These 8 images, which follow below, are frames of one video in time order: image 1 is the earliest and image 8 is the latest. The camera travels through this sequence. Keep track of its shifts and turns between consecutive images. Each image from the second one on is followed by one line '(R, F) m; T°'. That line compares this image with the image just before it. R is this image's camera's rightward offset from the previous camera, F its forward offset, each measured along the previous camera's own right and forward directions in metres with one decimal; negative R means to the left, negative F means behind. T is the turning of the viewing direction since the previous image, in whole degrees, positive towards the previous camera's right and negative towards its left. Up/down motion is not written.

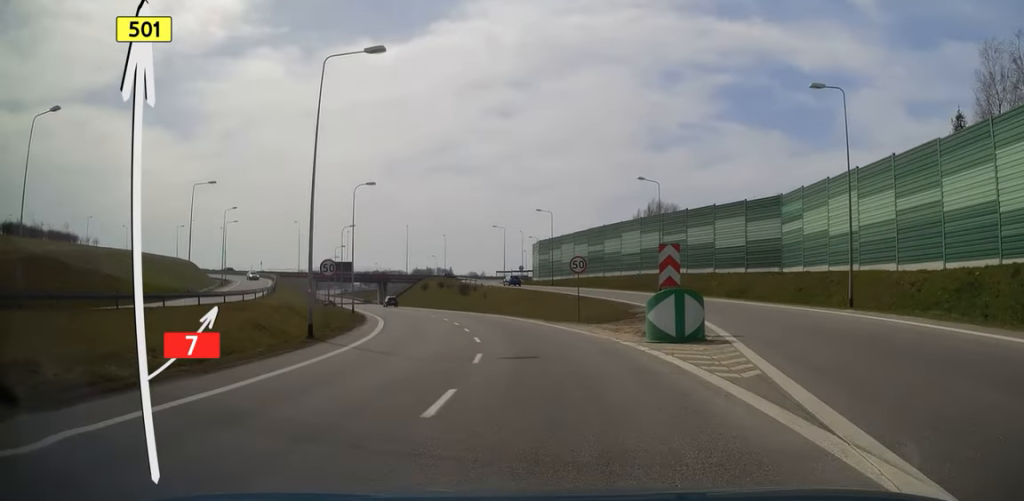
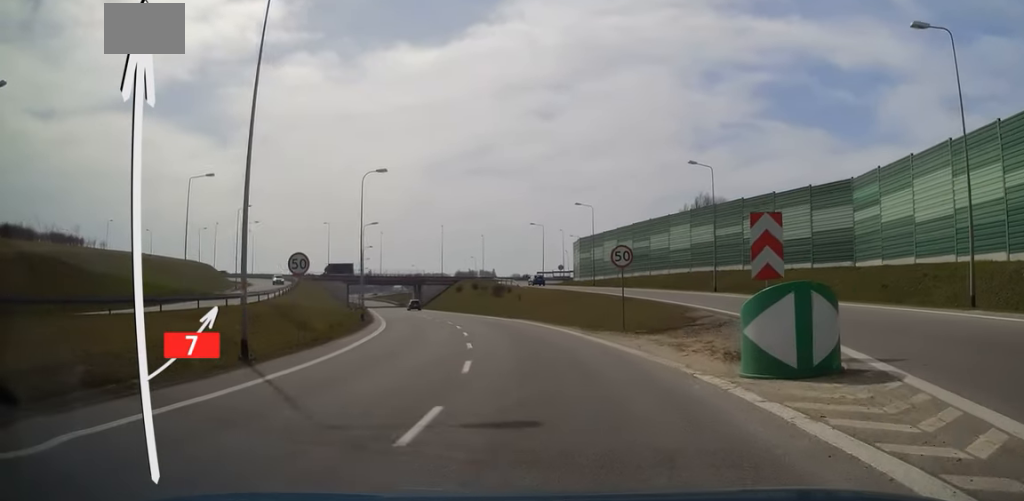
(-0.2, +7.2) m; -4°
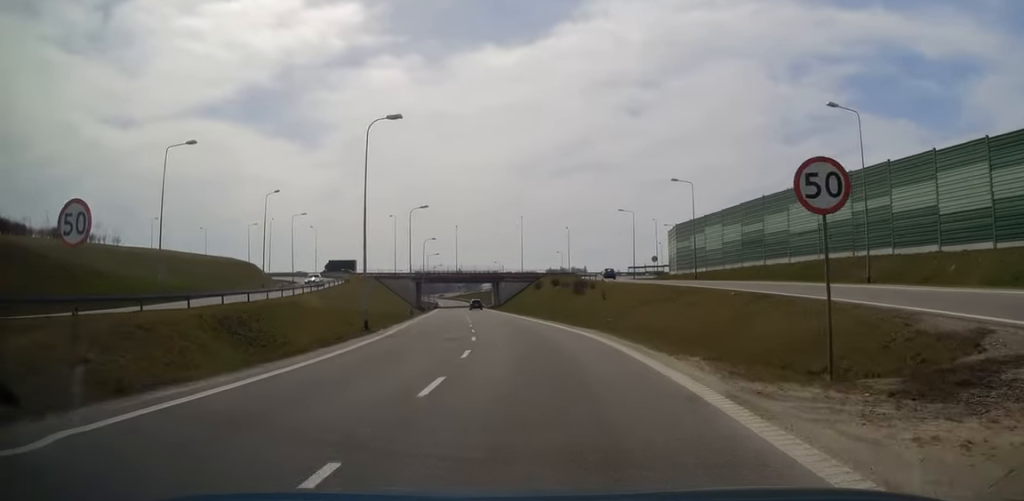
(-1.3, +14.7) m; -8°
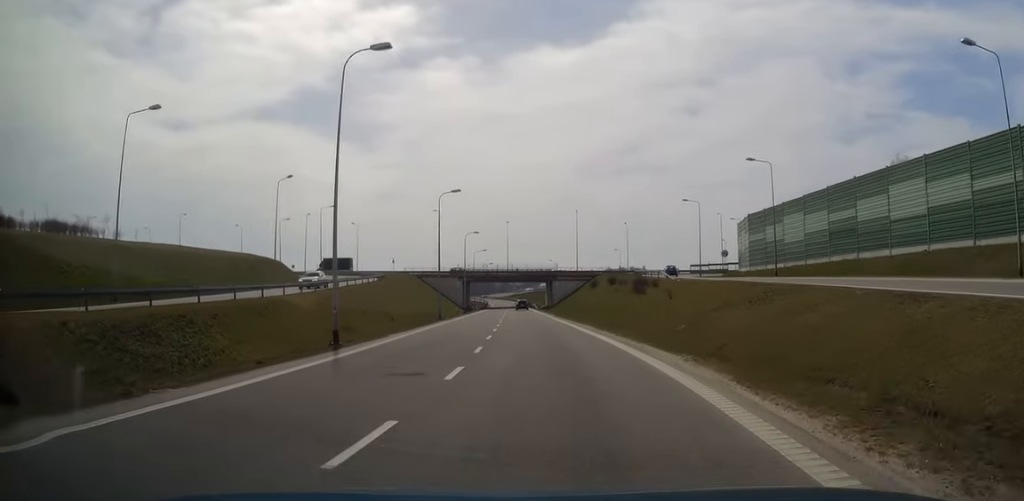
(-0.4, +9.9) m; -5°
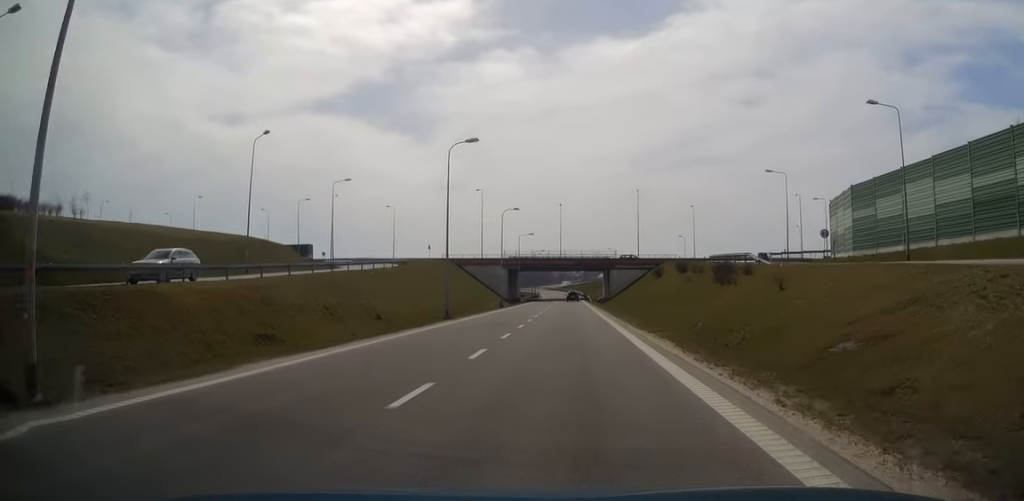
(-0.8, +15.4) m; -4°
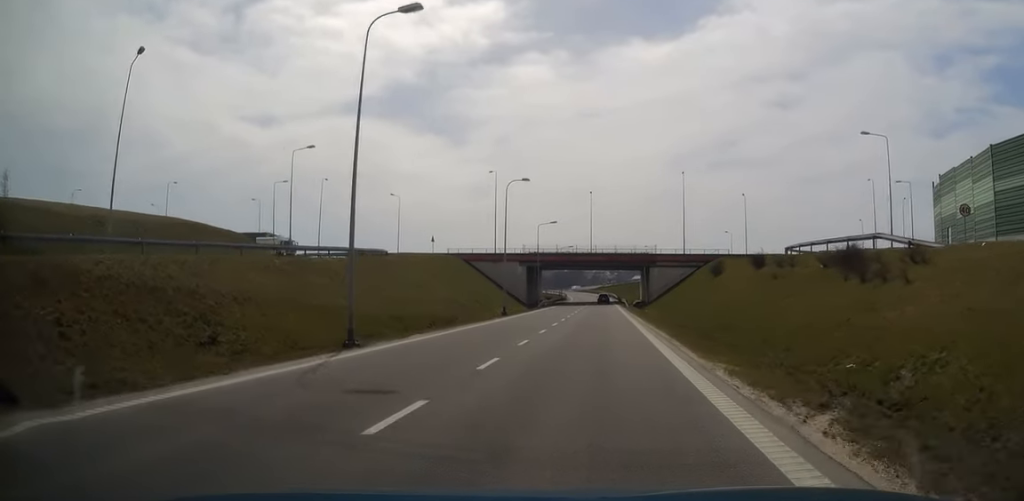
(-0.5, +19.4) m; -1°
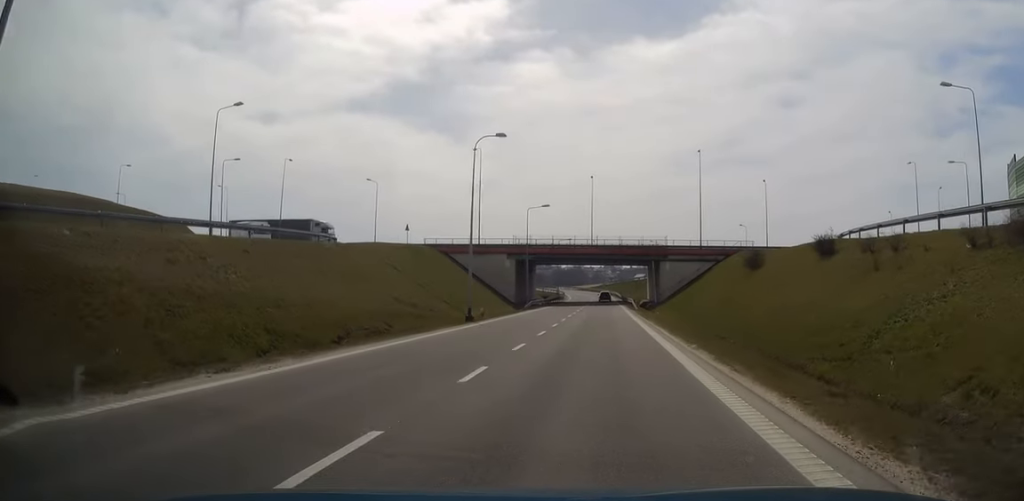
(0.0, +14.0) m; 0°
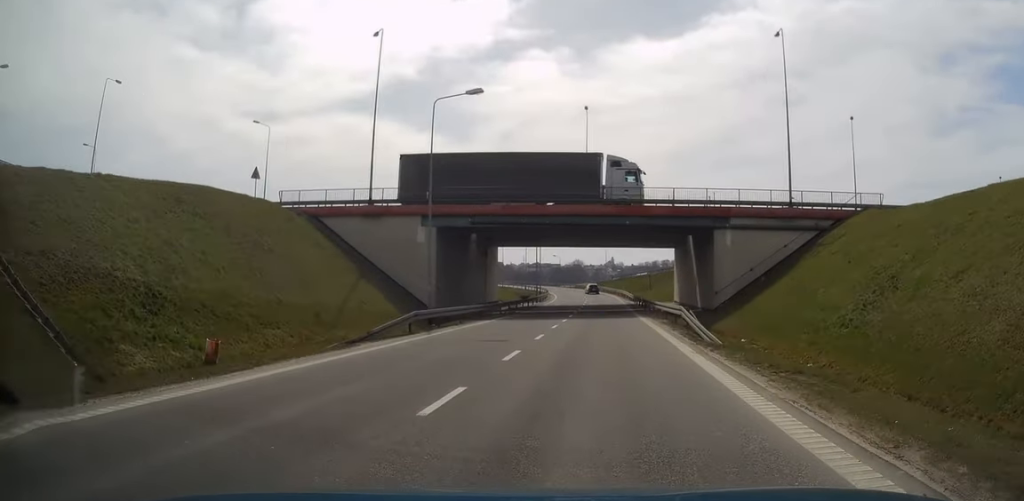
(-0.1, +38.3) m; 0°
